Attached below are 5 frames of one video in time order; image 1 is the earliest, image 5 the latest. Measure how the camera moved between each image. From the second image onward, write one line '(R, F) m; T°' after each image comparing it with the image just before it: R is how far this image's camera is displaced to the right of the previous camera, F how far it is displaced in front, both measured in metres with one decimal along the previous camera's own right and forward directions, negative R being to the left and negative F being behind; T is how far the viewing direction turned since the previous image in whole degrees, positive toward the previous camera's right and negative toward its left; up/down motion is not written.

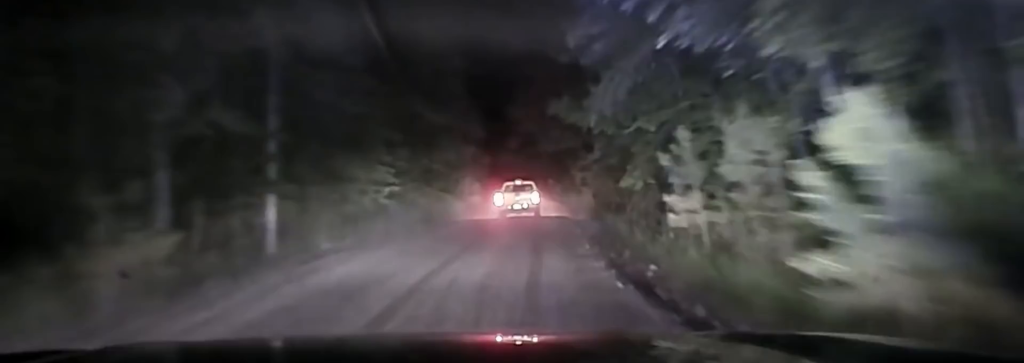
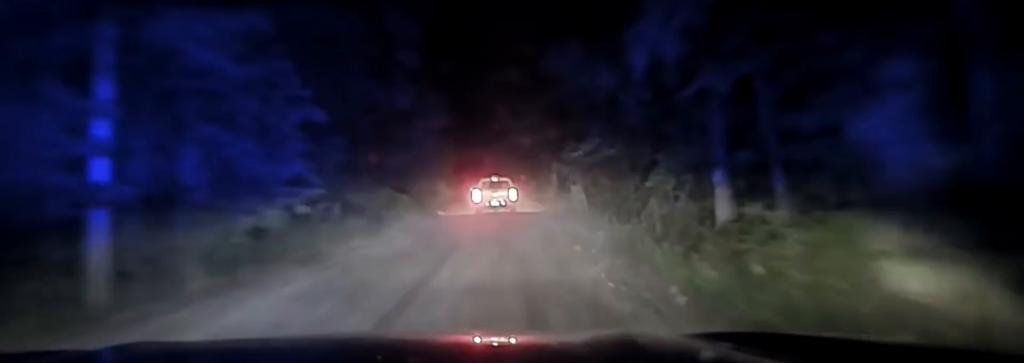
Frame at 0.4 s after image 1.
(0.0, +8.5) m; +1°
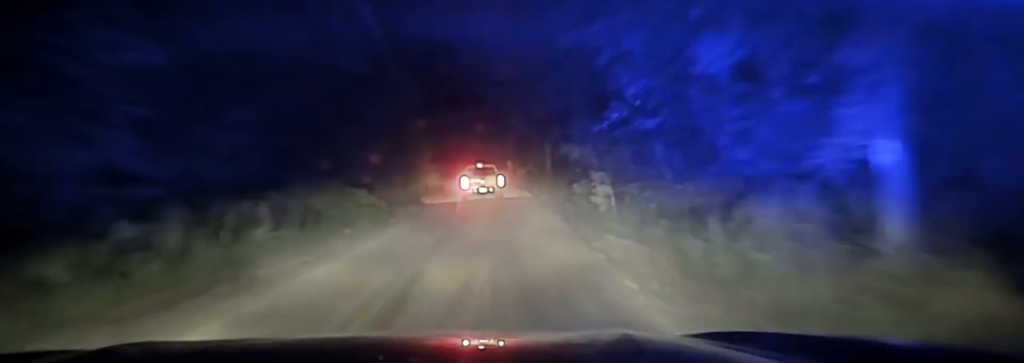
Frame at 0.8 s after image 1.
(+0.1, +9.9) m; +1°
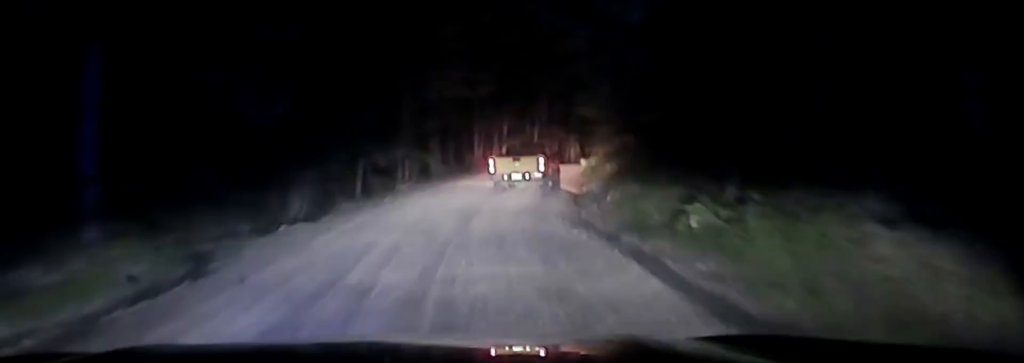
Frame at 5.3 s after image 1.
(-5.1, +106.3) m; -5°
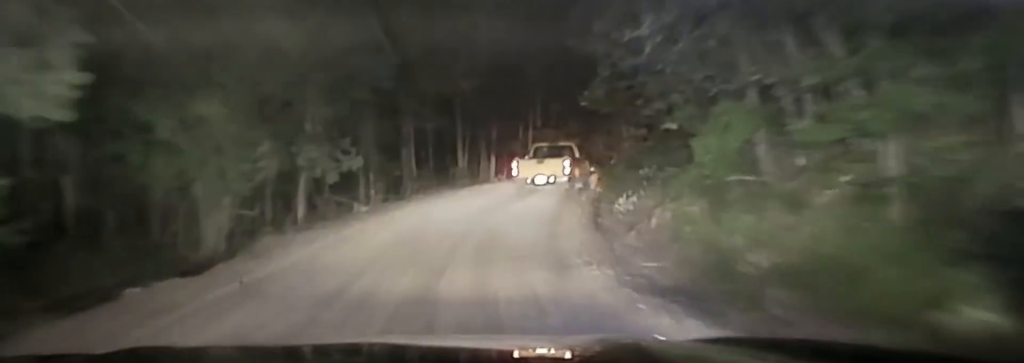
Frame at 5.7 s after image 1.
(+0.1, +8.0) m; +2°
